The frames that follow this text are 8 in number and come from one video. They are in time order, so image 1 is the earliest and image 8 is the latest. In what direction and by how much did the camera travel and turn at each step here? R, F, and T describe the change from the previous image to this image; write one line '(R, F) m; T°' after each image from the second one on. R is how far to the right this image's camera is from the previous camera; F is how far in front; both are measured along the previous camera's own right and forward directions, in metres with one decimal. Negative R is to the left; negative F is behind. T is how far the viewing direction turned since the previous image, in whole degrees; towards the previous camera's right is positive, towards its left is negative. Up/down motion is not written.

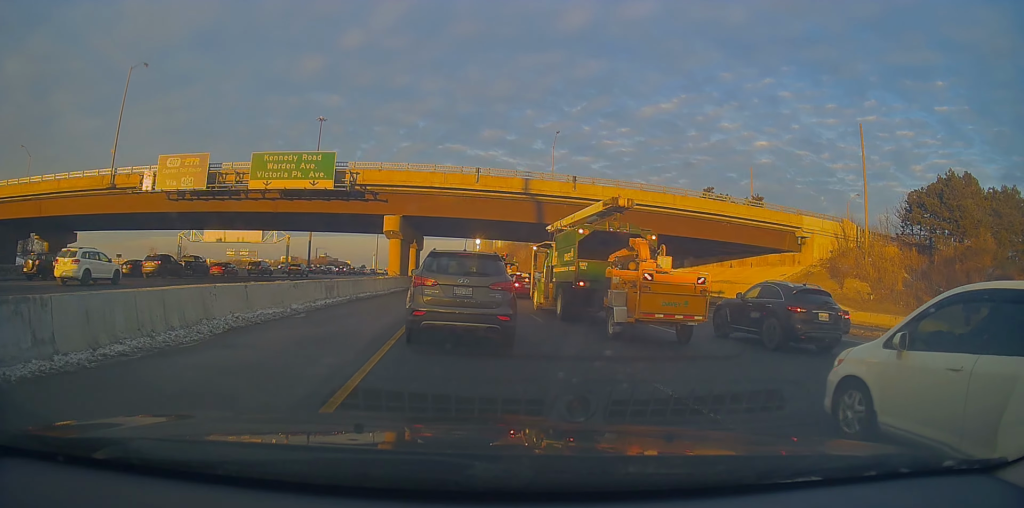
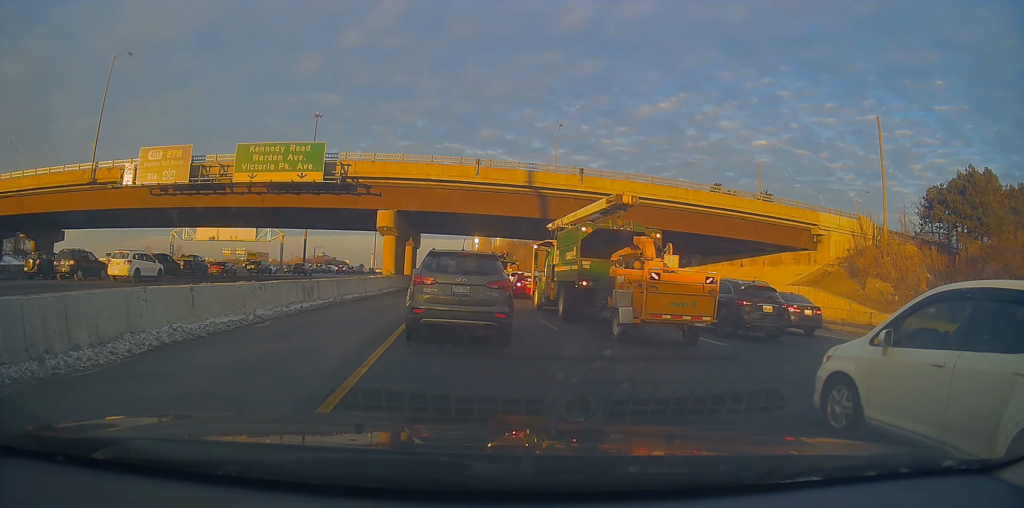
(-0.1, +2.5) m; -3°
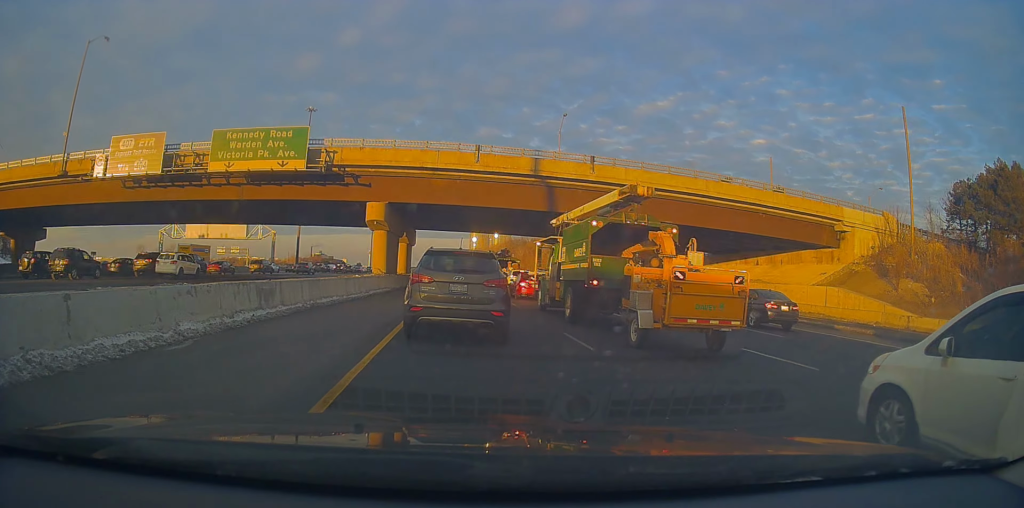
(-0.2, +3.6) m; -4°
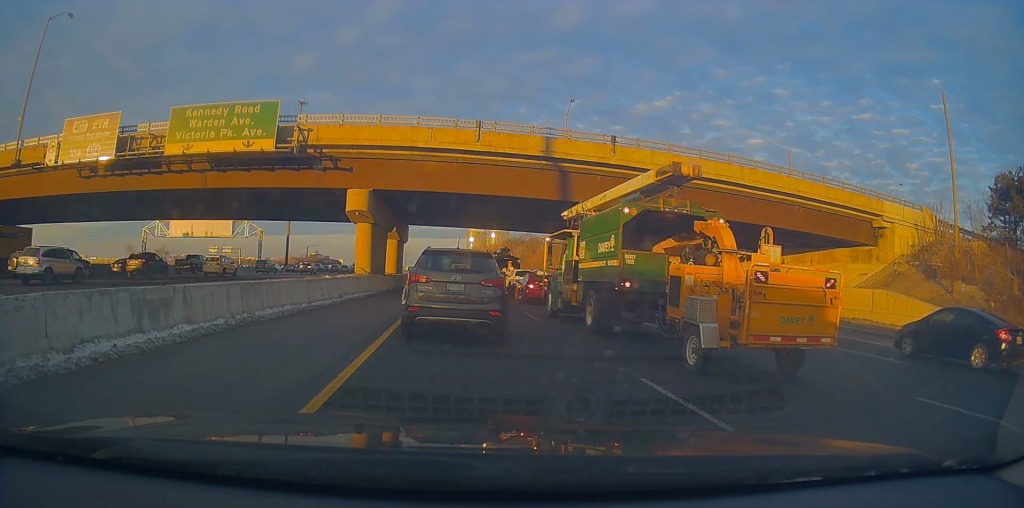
(+0.1, +5.7) m; +3°
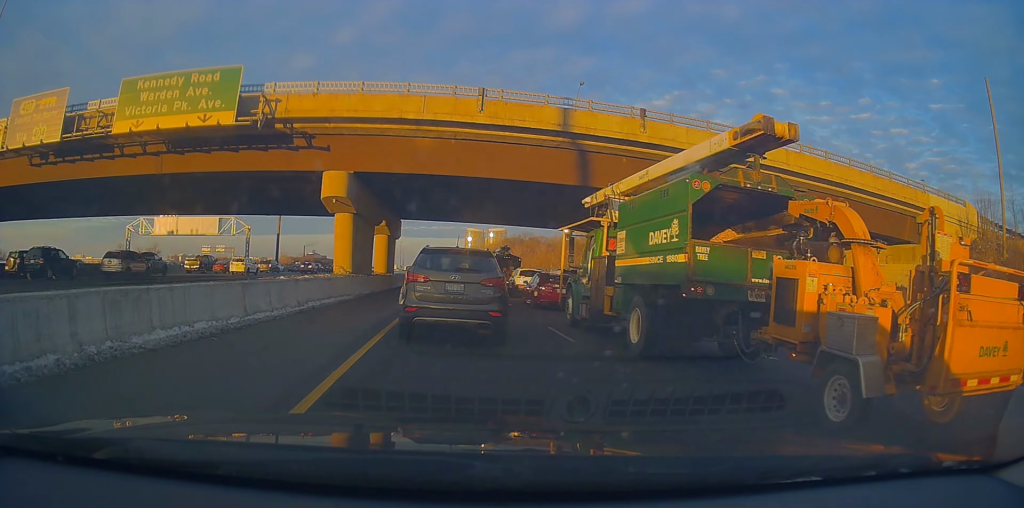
(+0.3, +5.6) m; +4°
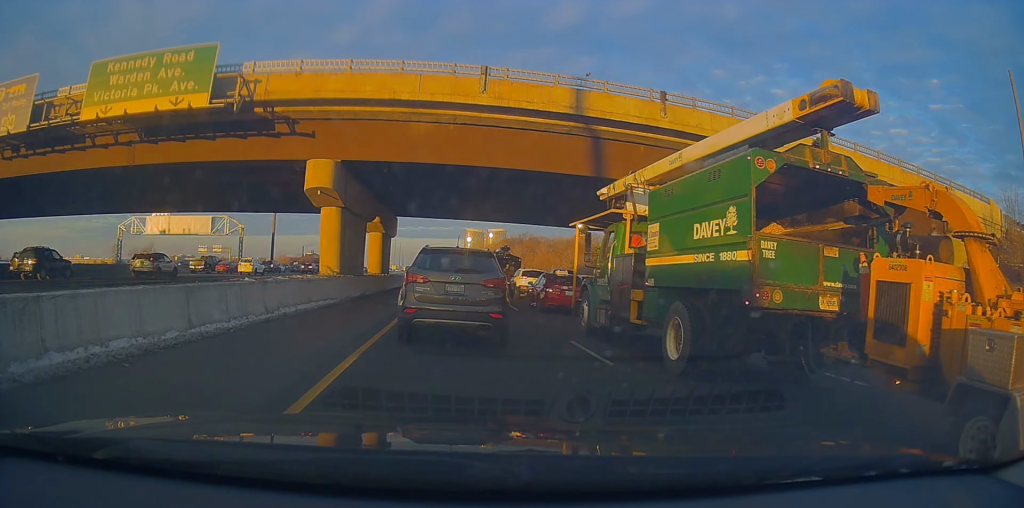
(+0.3, +2.9) m; -4°
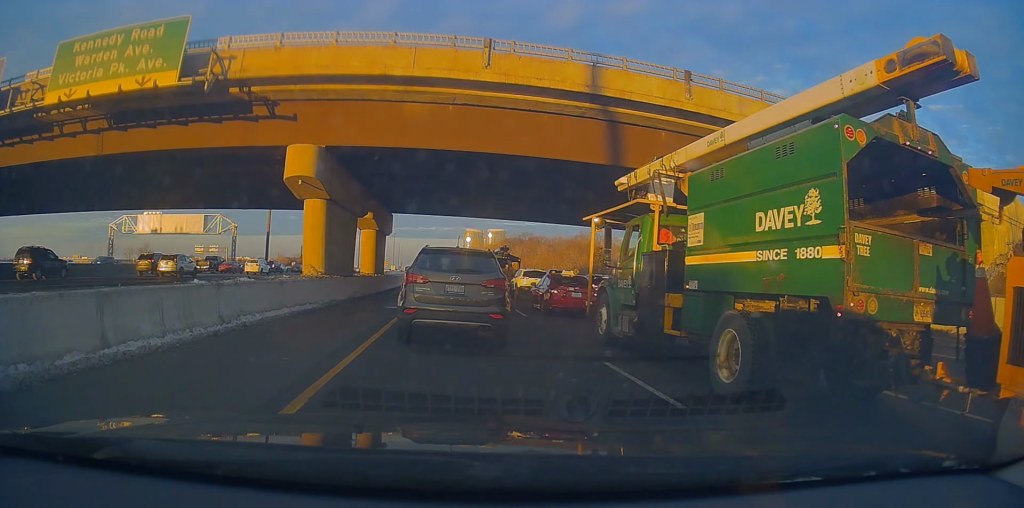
(-0.4, +3.0) m; -1°
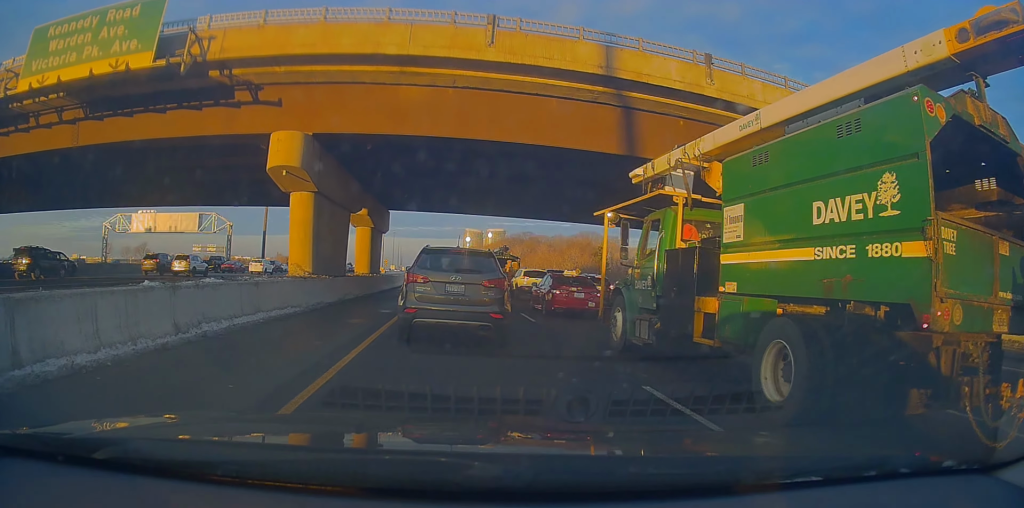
(-0.1, +2.1) m; +1°
